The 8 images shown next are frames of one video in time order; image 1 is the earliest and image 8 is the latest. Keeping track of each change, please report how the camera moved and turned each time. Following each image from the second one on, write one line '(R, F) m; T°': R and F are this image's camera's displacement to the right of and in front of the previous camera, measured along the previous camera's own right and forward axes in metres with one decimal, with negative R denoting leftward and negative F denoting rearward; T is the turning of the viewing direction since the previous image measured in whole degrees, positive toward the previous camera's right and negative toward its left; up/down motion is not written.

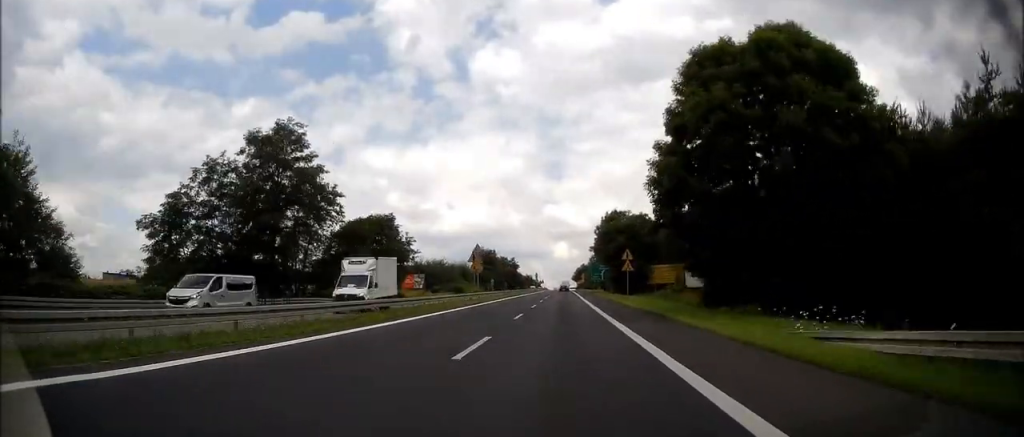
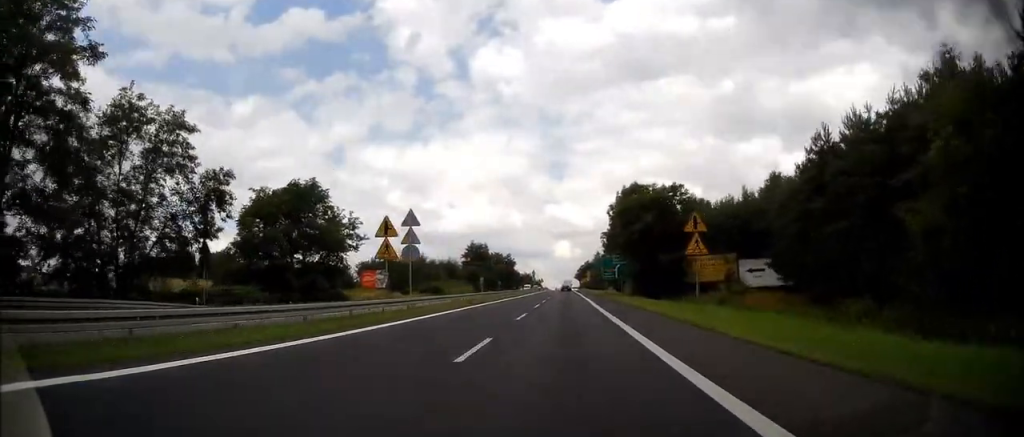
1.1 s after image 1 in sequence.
(-0.1, +24.2) m; -1°
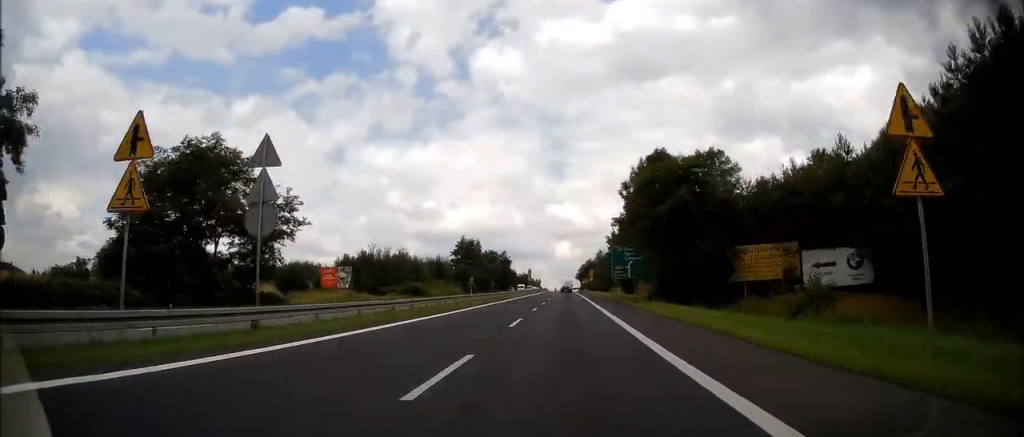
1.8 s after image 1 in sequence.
(-0.1, +15.2) m; 0°
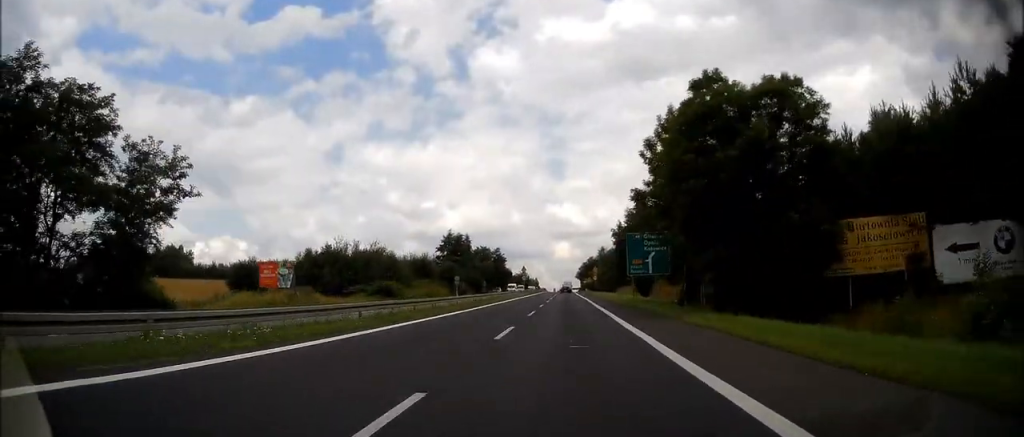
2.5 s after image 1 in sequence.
(0.0, +15.8) m; 0°
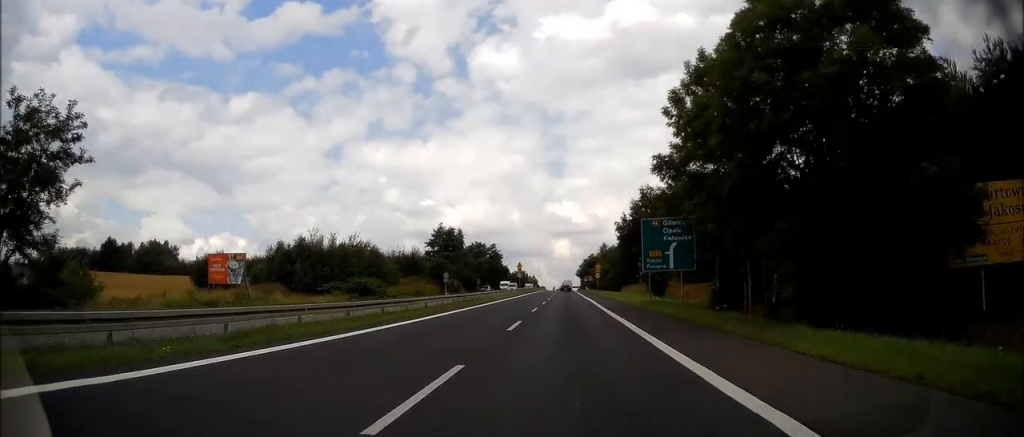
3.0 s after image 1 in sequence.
(0.0, +9.3) m; 0°
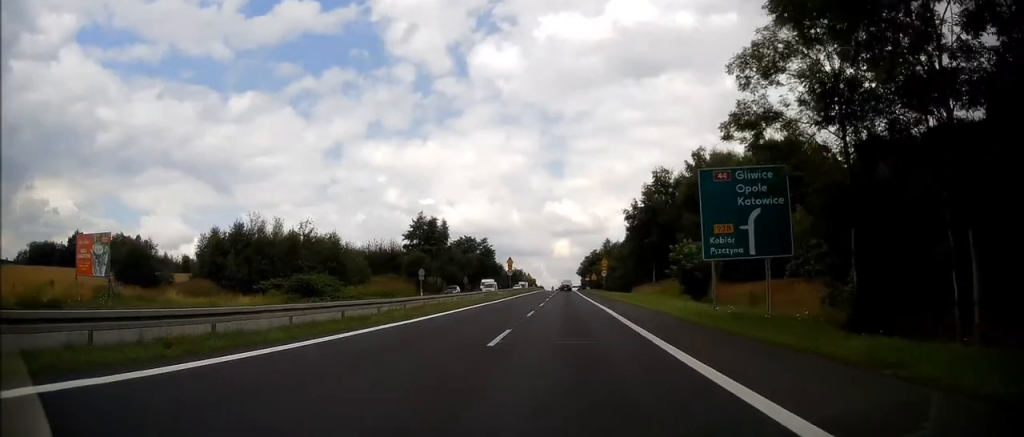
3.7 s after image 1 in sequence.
(0.0, +16.5) m; +1°
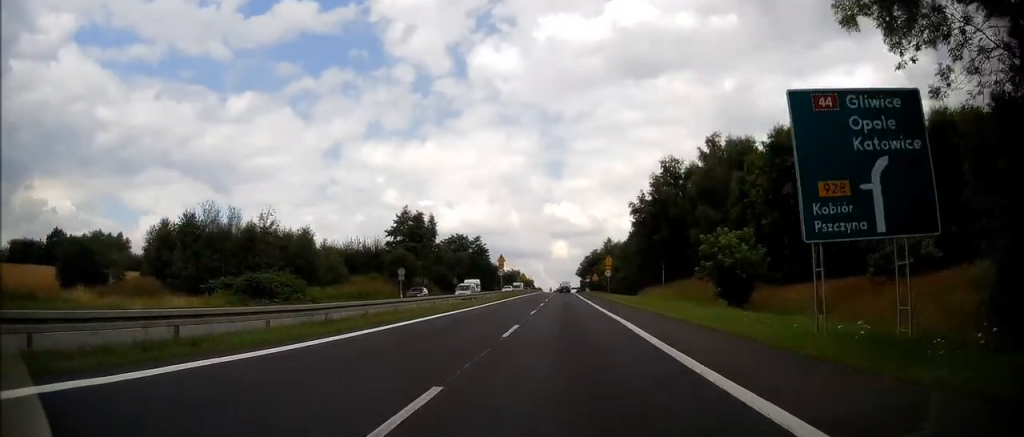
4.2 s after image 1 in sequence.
(+0.2, +9.4) m; 0°
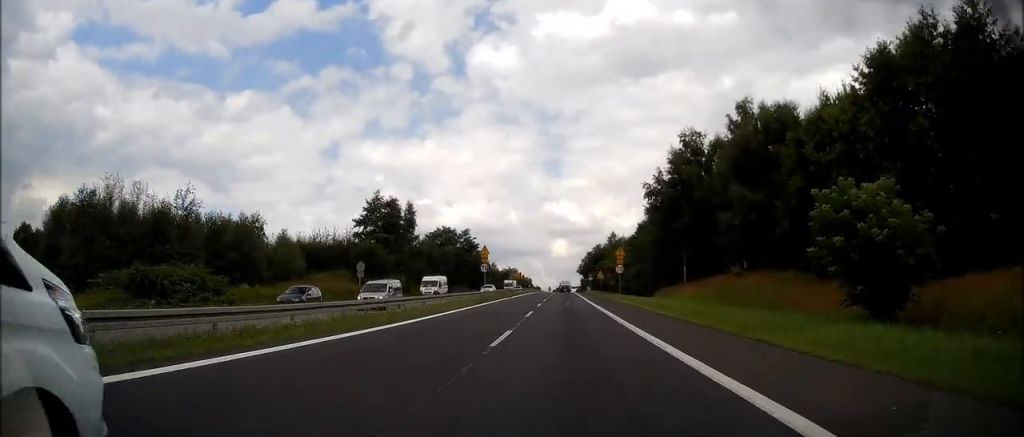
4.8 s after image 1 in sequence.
(+0.1, +14.5) m; 0°
